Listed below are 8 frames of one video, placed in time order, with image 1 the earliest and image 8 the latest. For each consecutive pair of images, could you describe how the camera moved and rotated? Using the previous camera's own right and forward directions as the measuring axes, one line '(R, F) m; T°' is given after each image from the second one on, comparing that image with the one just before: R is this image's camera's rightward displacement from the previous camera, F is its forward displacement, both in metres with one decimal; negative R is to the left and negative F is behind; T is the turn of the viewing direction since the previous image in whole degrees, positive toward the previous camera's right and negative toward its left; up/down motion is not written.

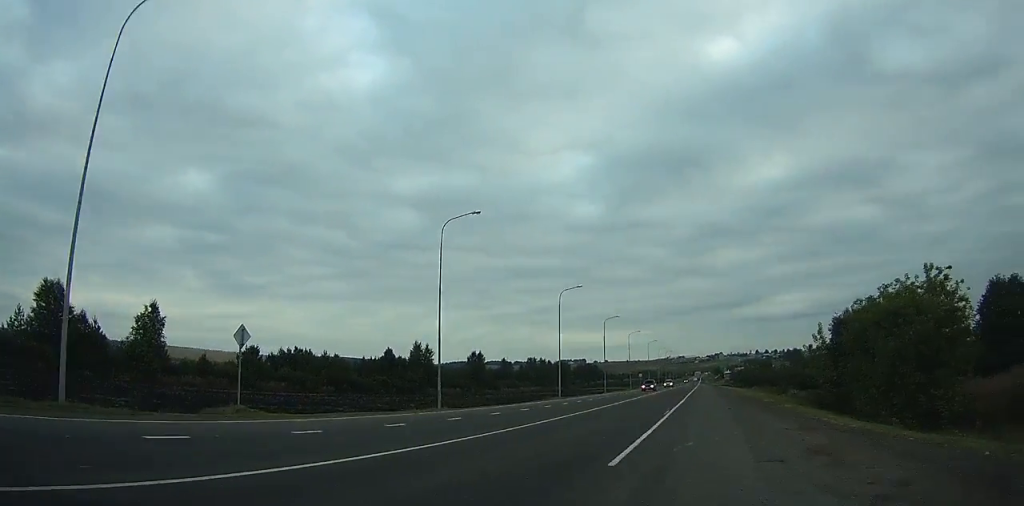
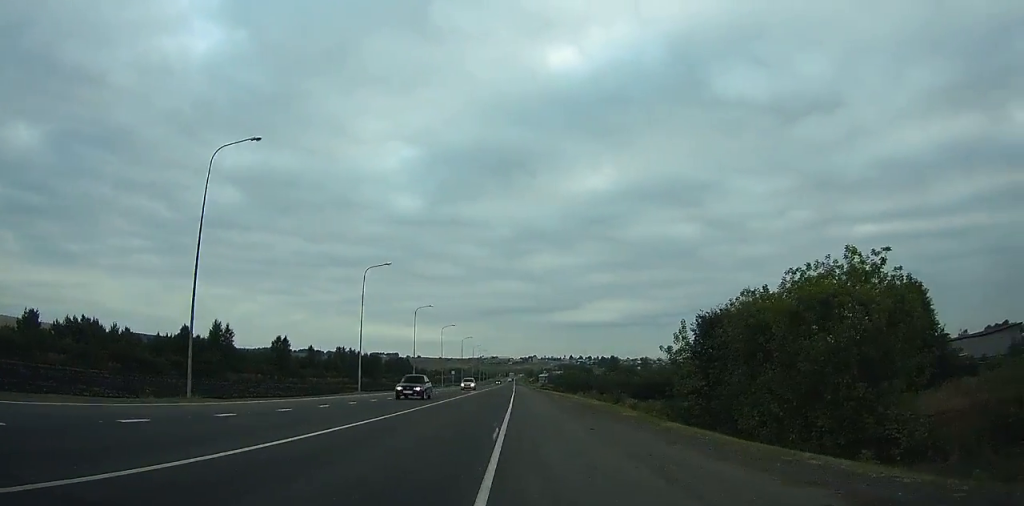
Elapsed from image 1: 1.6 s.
(+1.7, +8.8) m; +11°
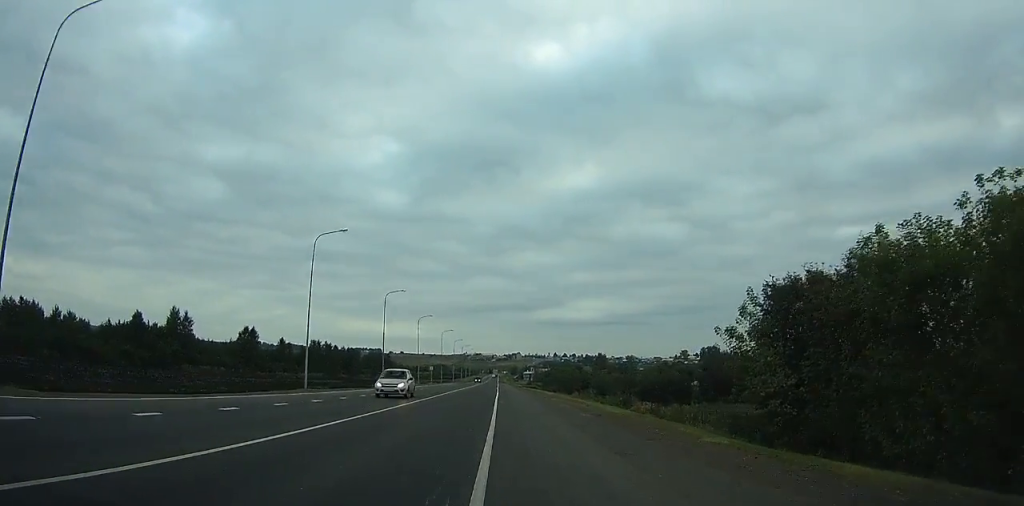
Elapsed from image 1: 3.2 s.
(+0.8, +9.9) m; +9°
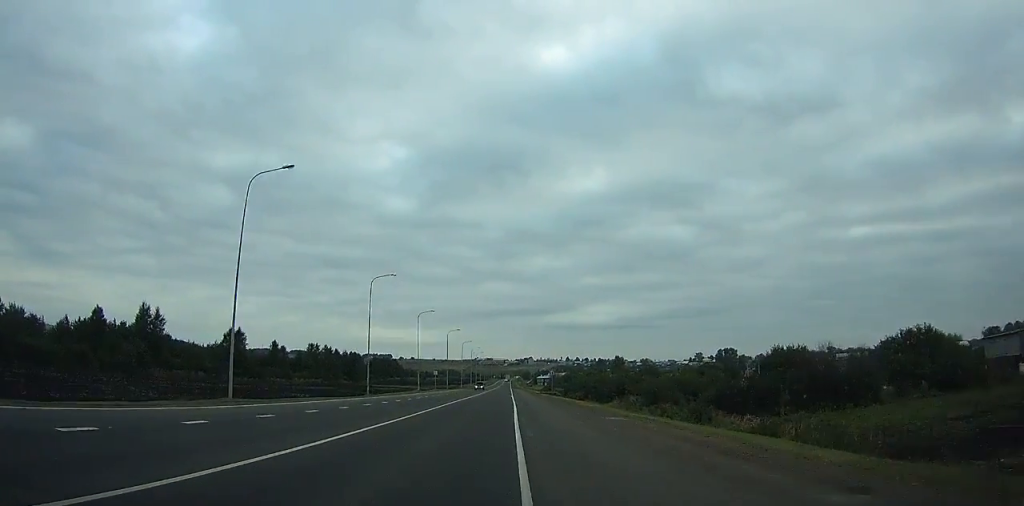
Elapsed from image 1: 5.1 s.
(+1.4, +15.0) m; +4°
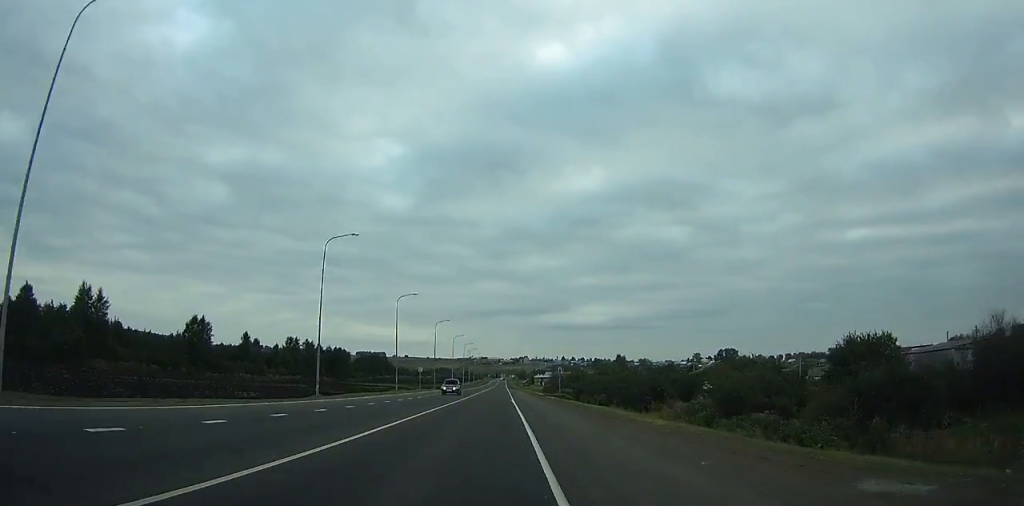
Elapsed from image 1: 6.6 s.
(+0.4, +14.5) m; +2°
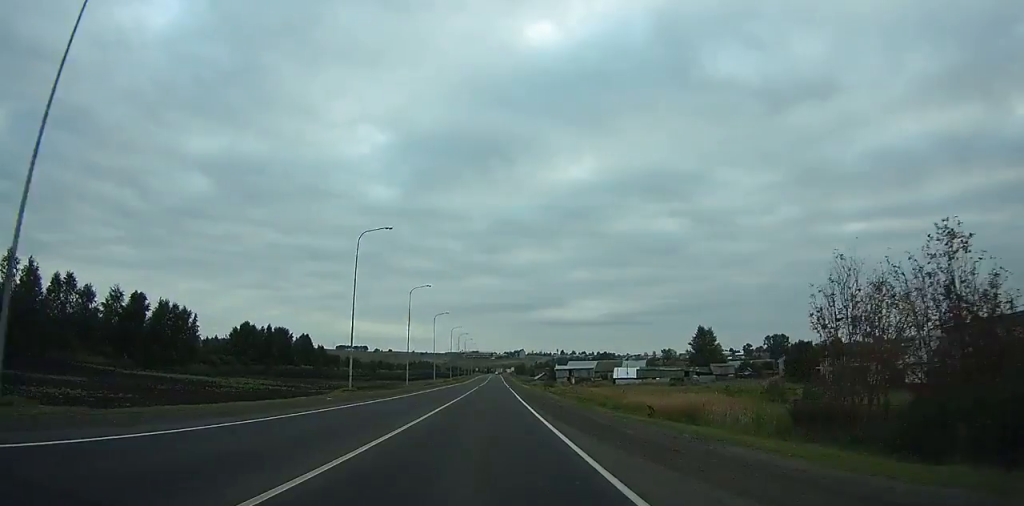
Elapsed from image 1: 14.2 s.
(+2.7, +112.8) m; +2°
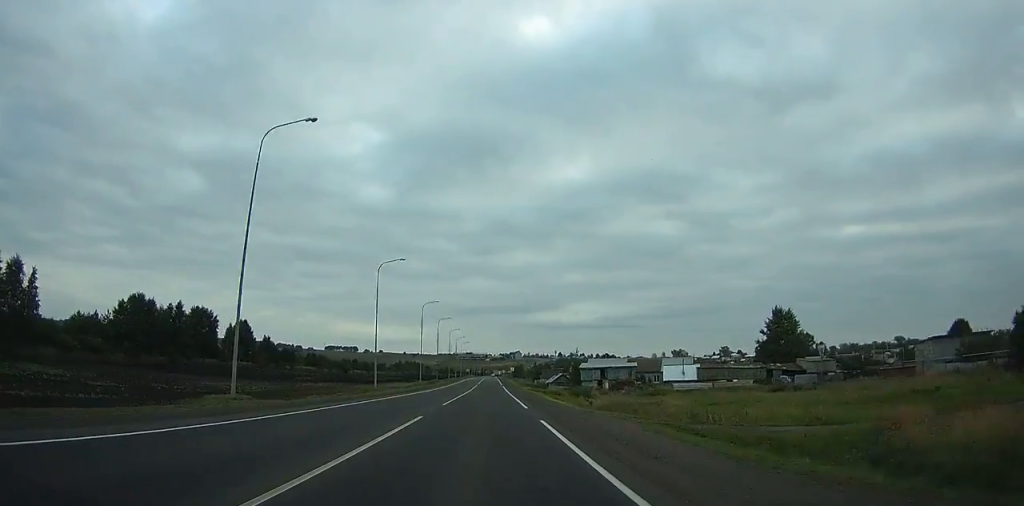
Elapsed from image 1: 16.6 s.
(+0.1, +45.5) m; 0°
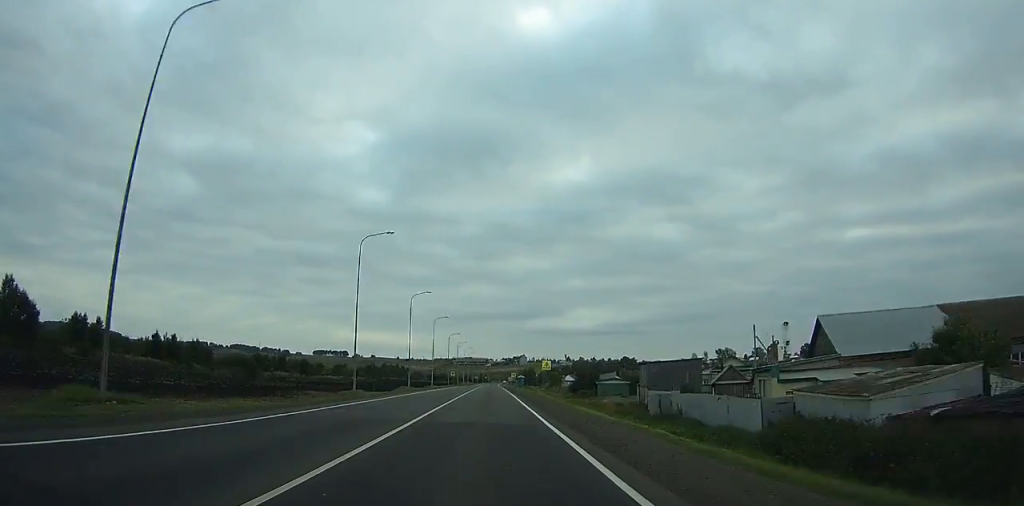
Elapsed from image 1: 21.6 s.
(+0.1, +99.0) m; 0°
